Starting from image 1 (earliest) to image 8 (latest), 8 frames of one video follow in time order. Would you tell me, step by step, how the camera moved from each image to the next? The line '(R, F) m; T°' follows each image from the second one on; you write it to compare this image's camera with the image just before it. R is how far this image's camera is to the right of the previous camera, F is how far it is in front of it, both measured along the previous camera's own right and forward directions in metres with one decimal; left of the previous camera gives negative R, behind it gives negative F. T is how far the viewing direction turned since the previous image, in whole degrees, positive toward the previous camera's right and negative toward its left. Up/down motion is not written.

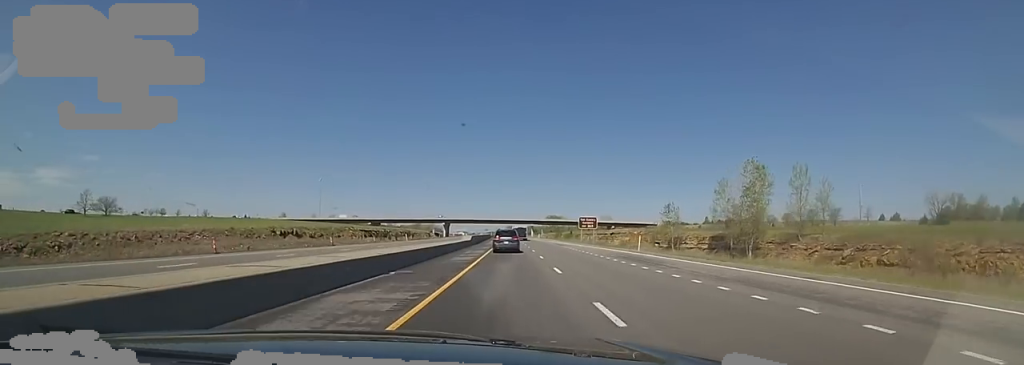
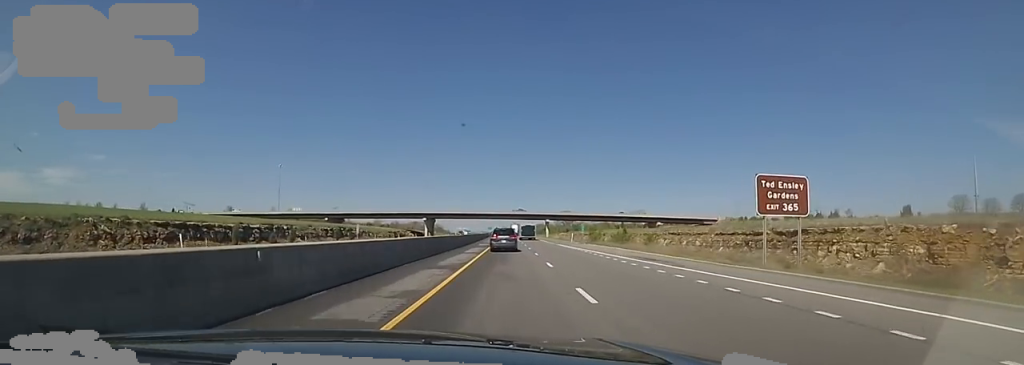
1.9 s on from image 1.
(-1.1, +65.7) m; +1°
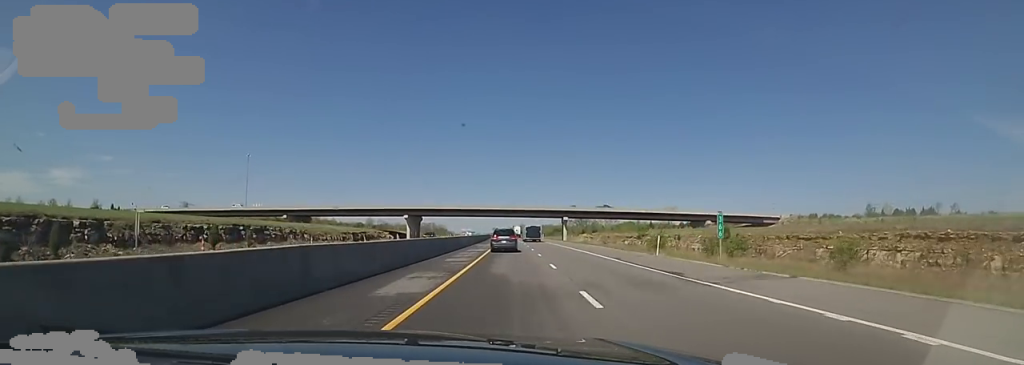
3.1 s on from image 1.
(+0.4, +39.3) m; +1°
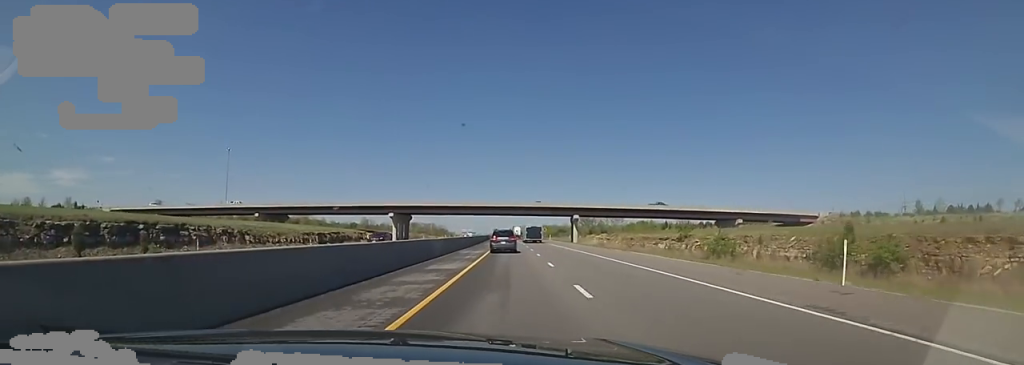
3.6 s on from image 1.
(0.0, +17.9) m; -1°
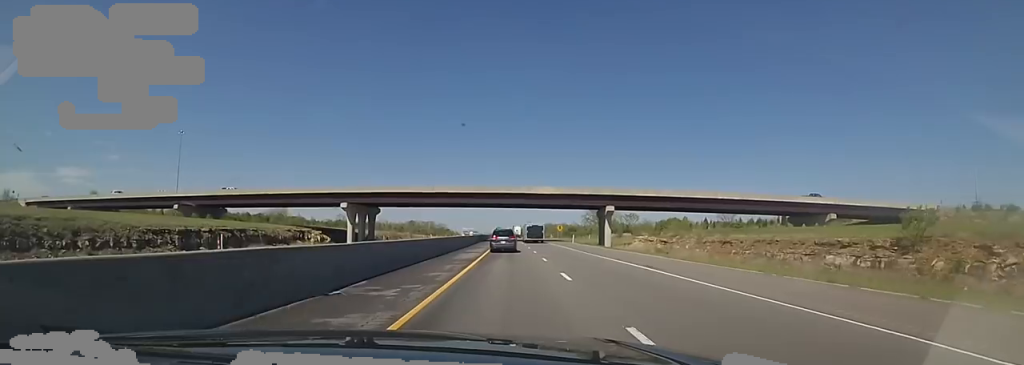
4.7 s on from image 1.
(-0.8, +34.8) m; -3°
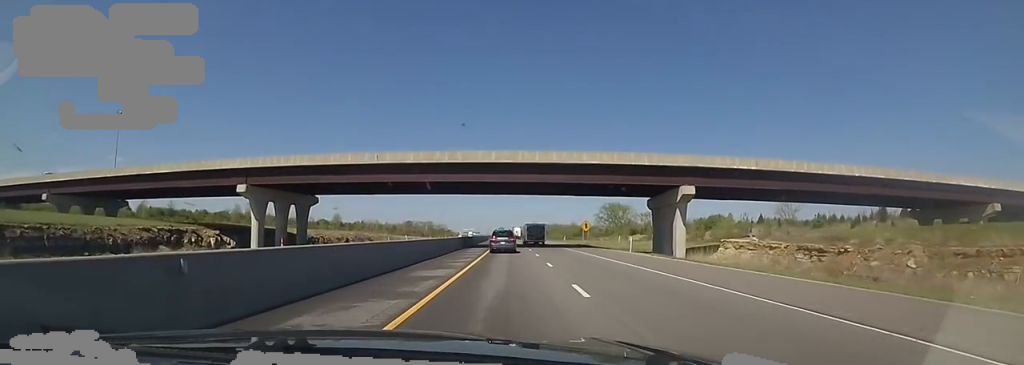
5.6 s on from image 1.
(-0.7, +32.9) m; 0°
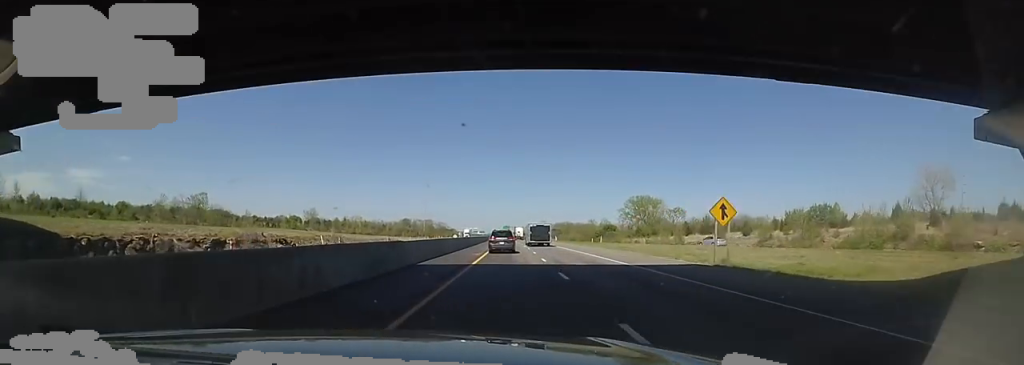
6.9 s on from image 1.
(+1.5, +44.6) m; +1°
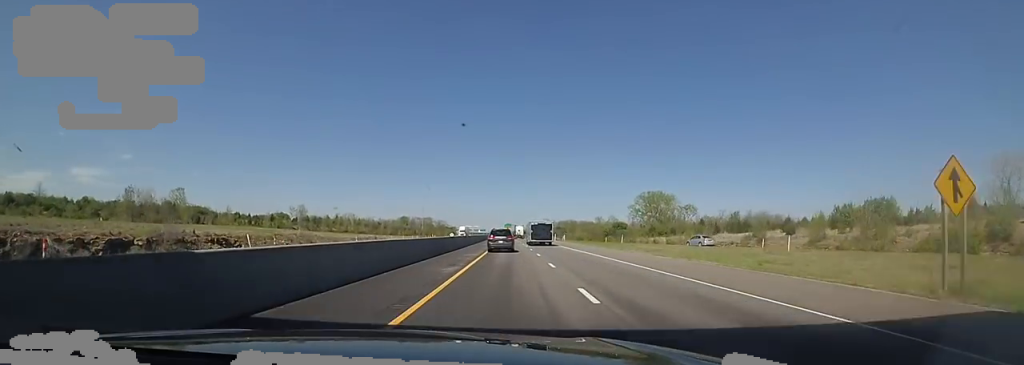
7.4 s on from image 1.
(+0.1, +14.9) m; -1°
